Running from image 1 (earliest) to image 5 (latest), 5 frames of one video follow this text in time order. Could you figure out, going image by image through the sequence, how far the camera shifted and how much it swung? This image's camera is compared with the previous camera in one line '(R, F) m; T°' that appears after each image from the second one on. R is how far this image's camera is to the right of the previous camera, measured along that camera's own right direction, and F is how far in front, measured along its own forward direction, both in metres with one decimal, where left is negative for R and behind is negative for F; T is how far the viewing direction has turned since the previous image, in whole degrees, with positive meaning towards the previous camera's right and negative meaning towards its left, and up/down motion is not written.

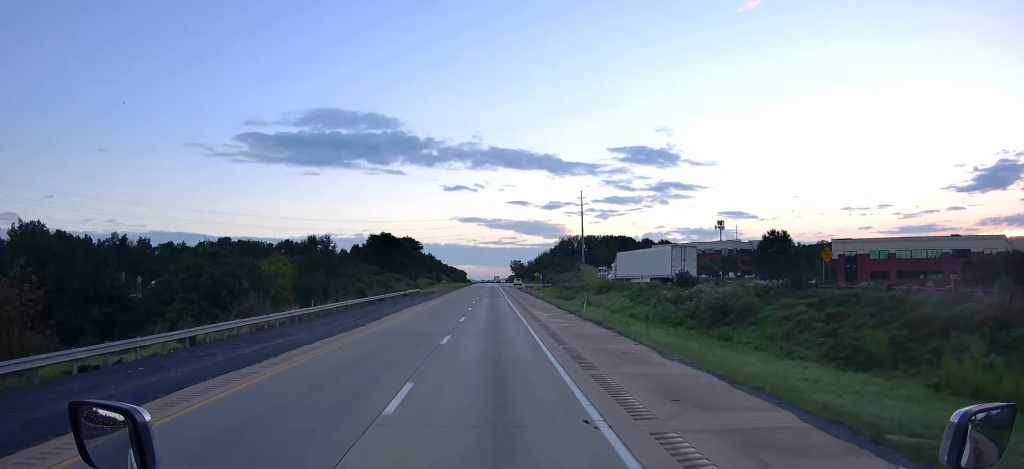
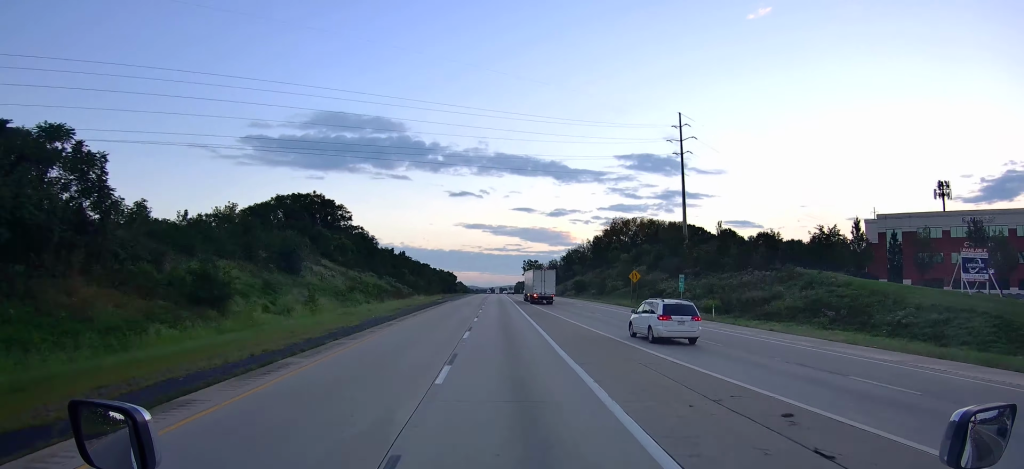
(+0.8, +158.4) m; 0°
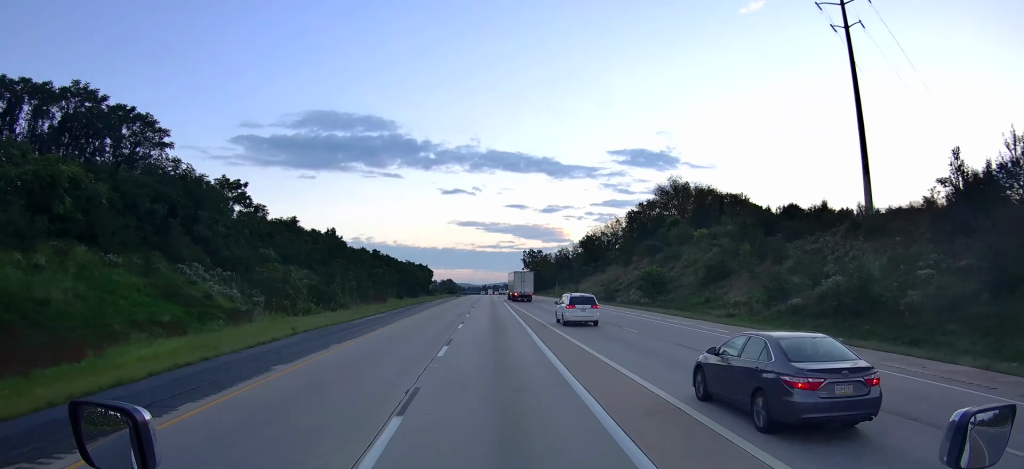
(-0.1, +80.1) m; 0°
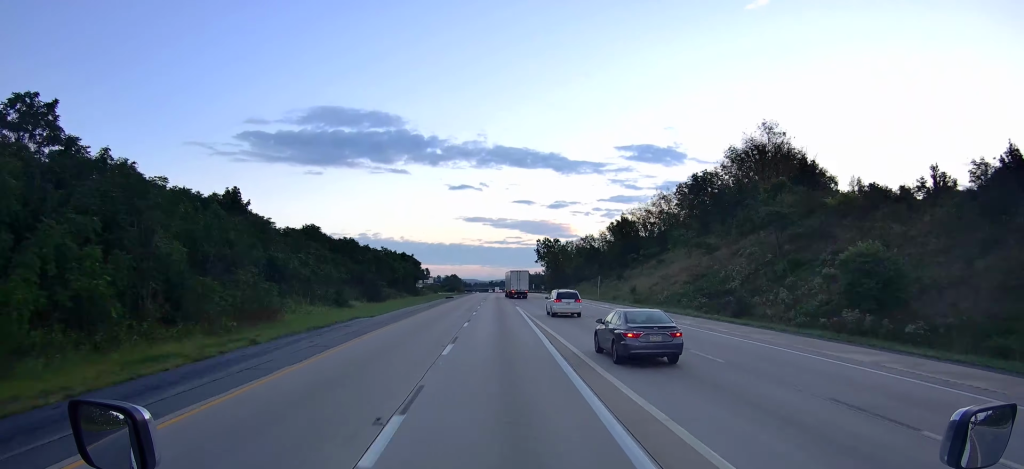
(-0.1, +49.1) m; 0°
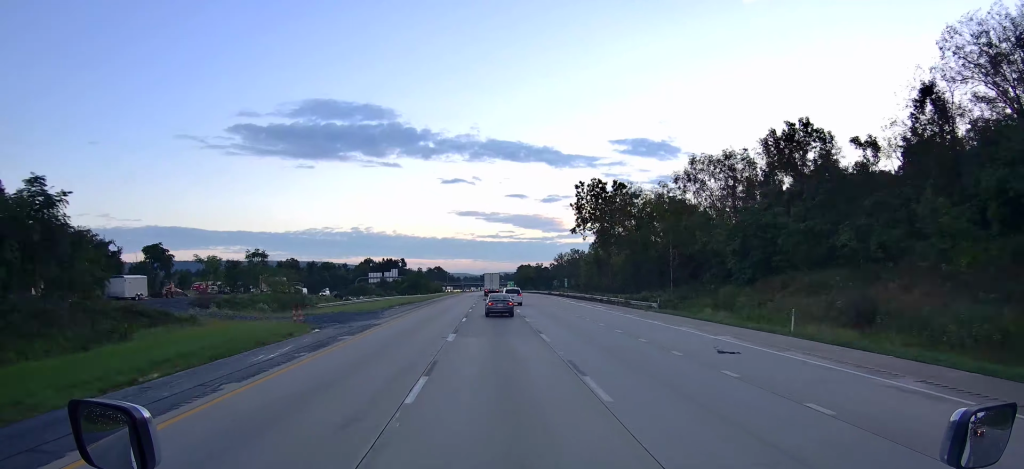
(+0.8, +130.0) m; 0°
